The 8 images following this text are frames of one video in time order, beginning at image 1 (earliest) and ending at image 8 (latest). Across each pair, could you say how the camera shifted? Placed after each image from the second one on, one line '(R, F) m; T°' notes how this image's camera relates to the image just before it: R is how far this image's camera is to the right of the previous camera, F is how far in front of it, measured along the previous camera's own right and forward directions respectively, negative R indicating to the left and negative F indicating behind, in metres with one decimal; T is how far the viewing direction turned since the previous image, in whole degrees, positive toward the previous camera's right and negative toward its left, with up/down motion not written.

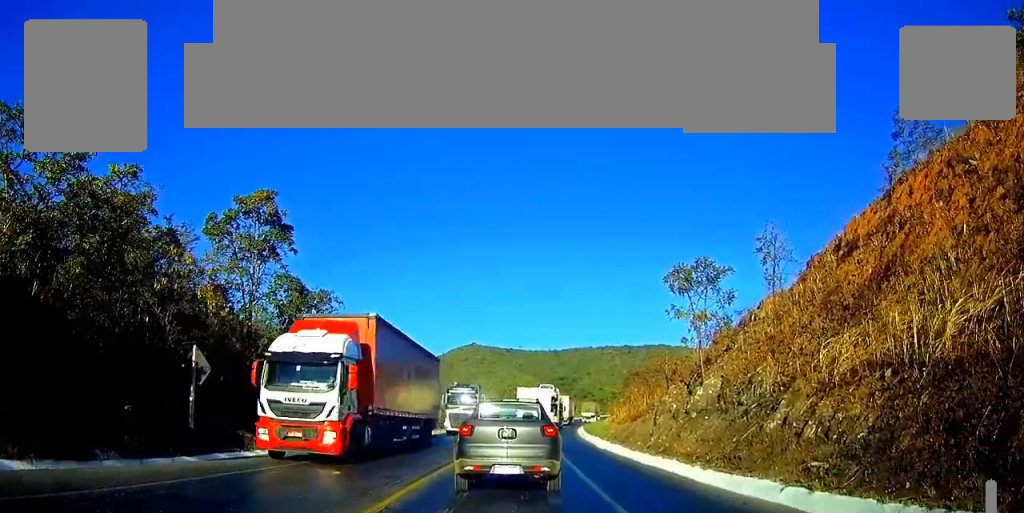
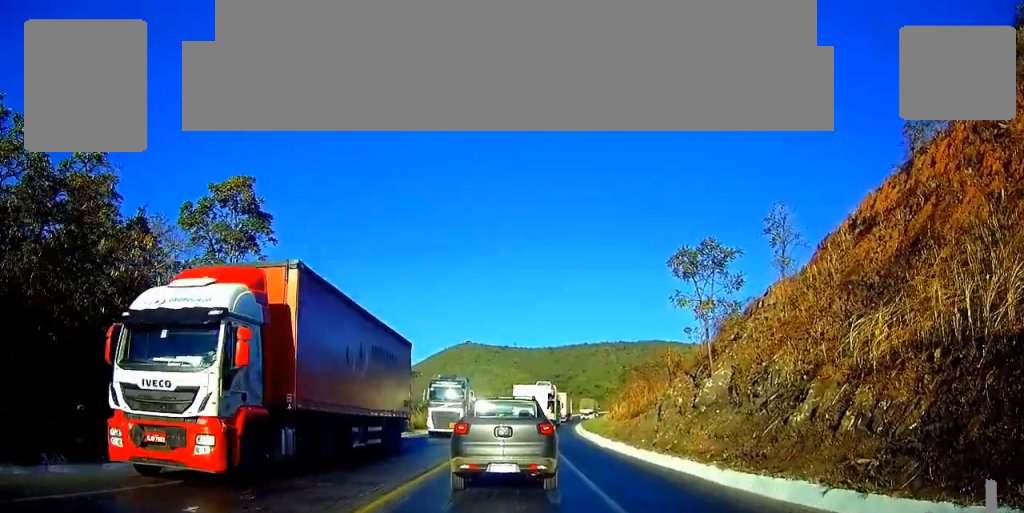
(0.0, +1.8) m; 0°
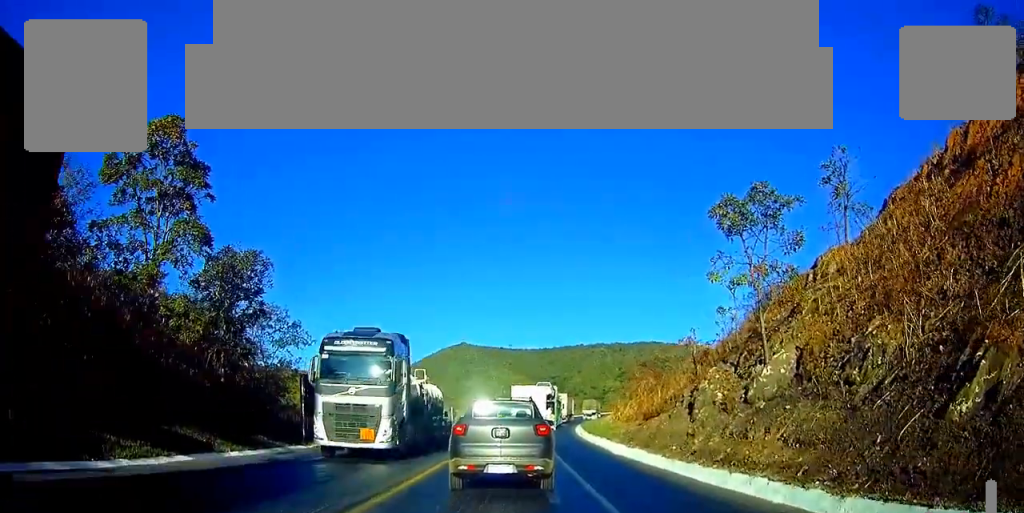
(0.0, +5.8) m; 0°
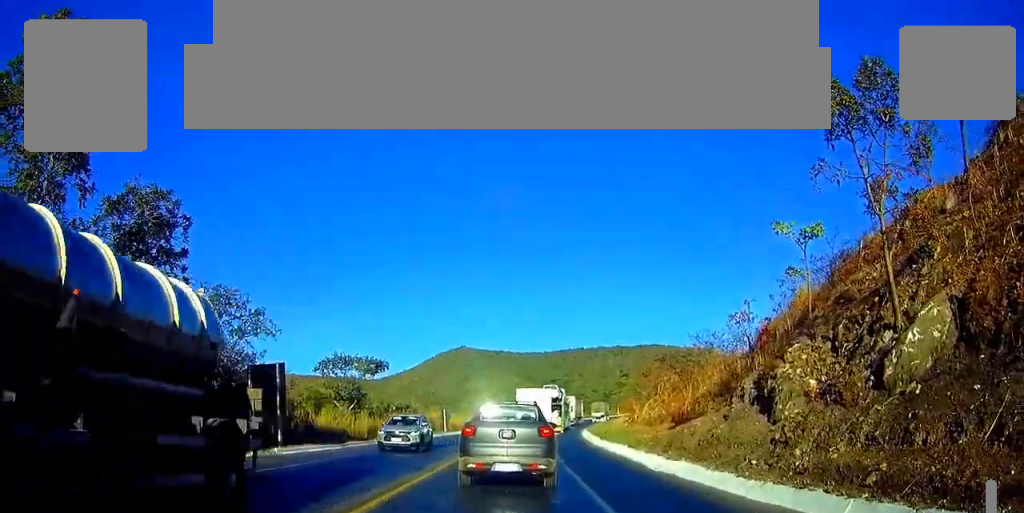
(0.0, +7.1) m; 0°
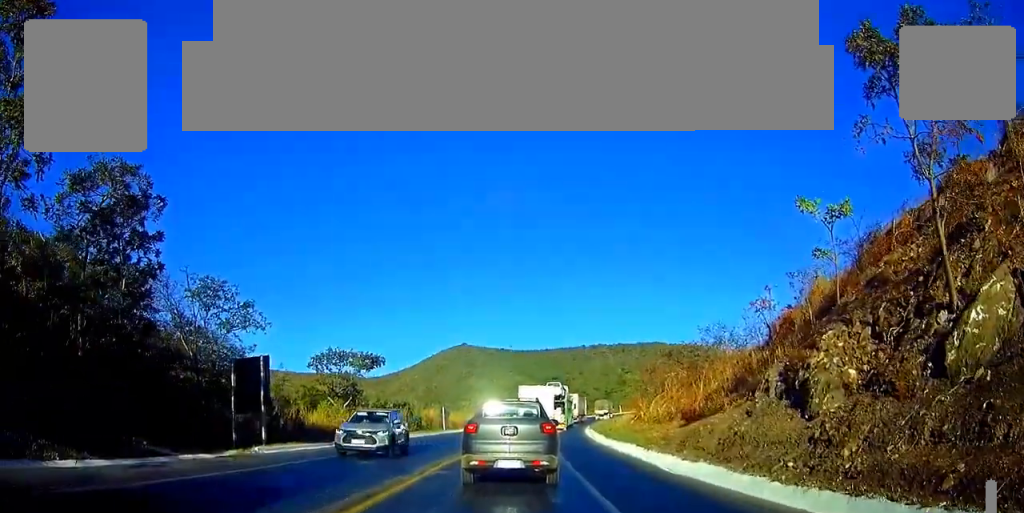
(0.0, +1.8) m; 0°
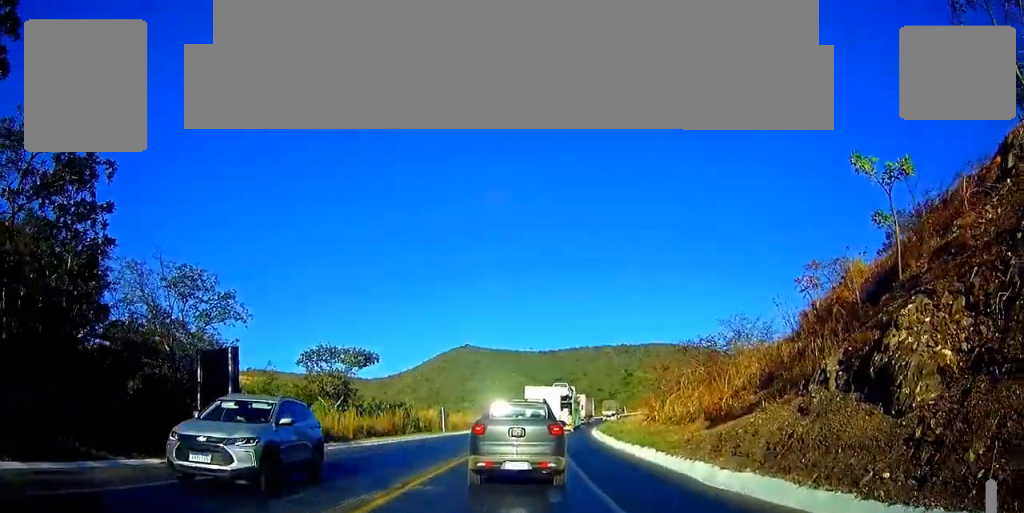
(0.0, +3.2) m; -1°
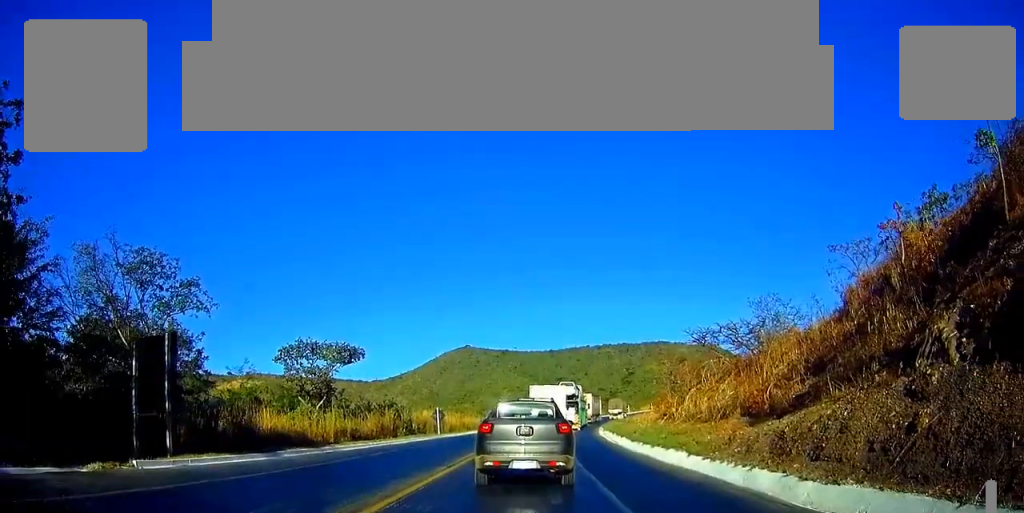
(-0.1, +4.2) m; -1°
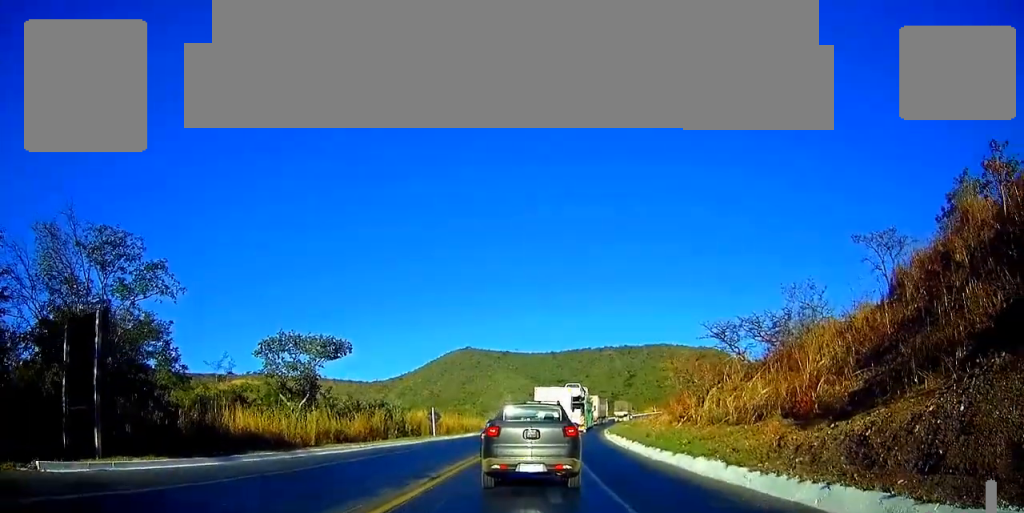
(0.0, +3.6) m; -1°
